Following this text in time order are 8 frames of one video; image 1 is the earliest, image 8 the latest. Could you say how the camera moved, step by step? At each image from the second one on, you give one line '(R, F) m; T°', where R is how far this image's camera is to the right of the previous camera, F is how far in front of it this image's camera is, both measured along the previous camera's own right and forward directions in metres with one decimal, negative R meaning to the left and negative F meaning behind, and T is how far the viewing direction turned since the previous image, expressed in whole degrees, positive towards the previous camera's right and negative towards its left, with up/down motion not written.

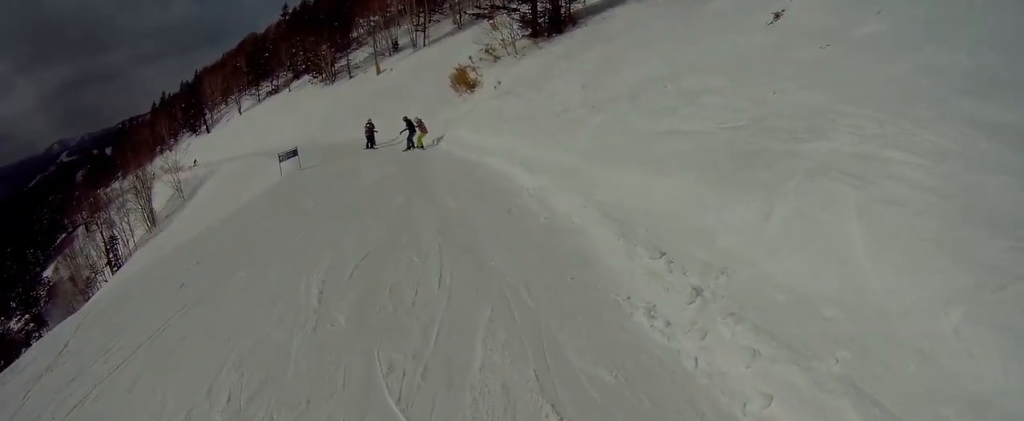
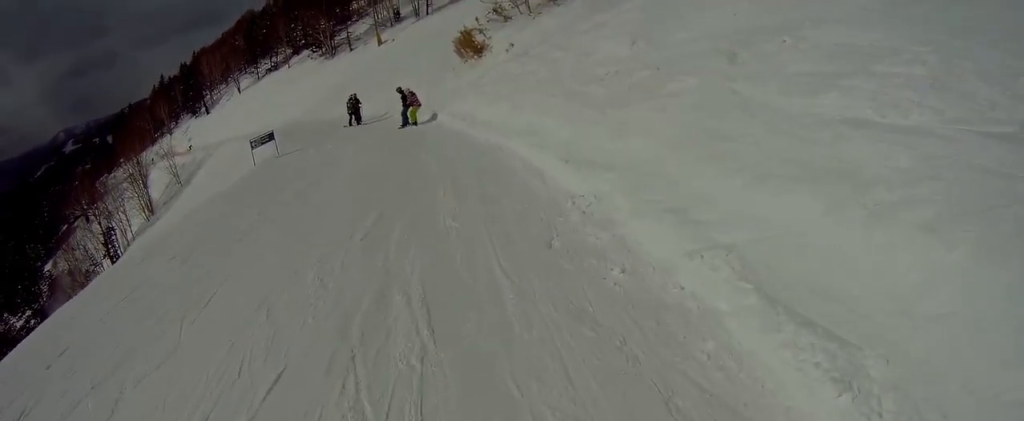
(0.0, +3.5) m; -3°
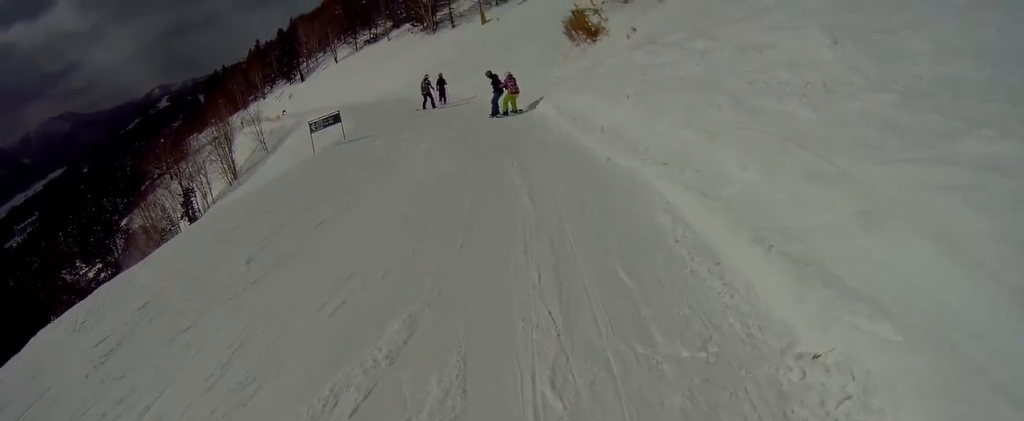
(-0.2, +3.3) m; -4°
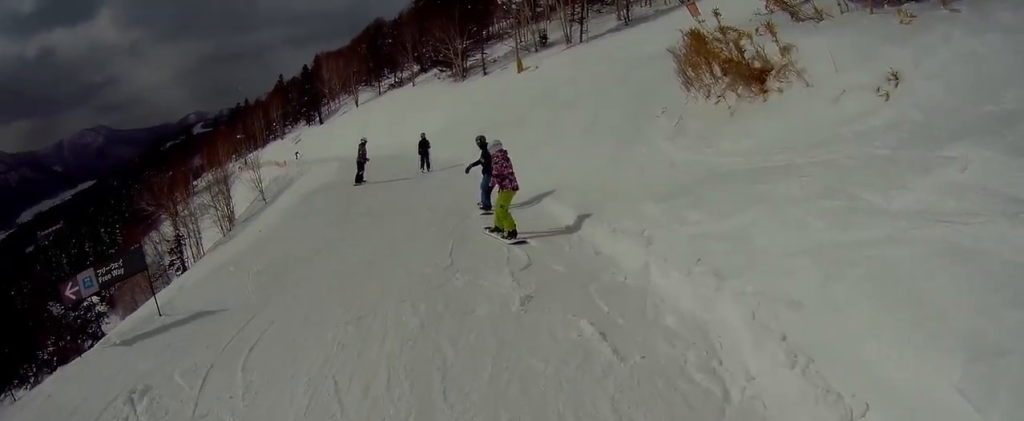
(-0.9, +10.9) m; -11°
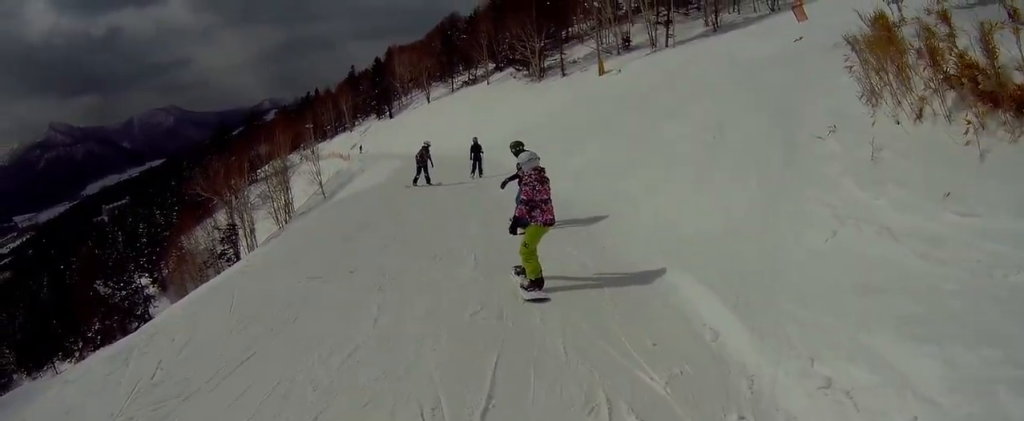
(-0.2, +4.4) m; -6°
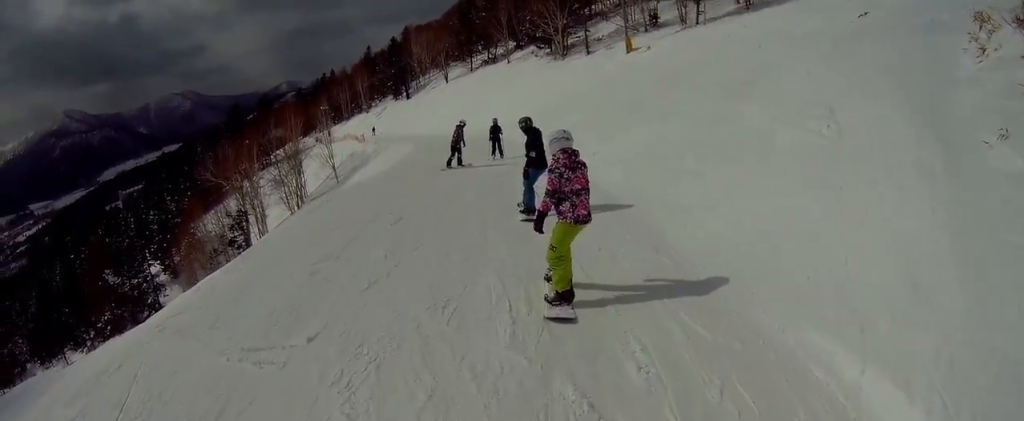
(-0.1, +2.8) m; -4°
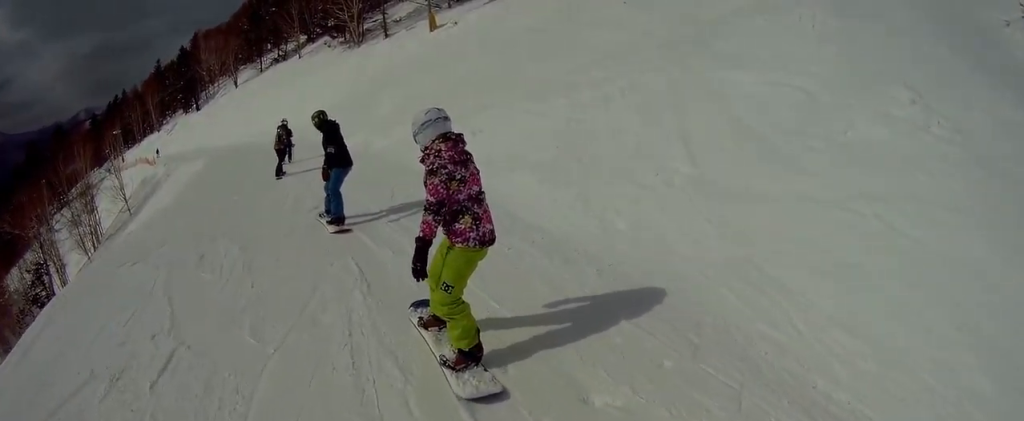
(-0.2, +3.9) m; -6°
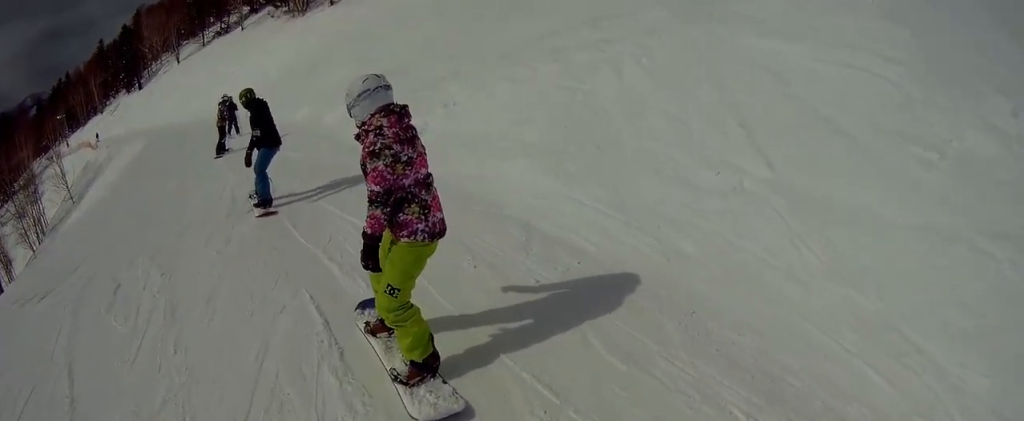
(0.0, +1.5) m; -2°
